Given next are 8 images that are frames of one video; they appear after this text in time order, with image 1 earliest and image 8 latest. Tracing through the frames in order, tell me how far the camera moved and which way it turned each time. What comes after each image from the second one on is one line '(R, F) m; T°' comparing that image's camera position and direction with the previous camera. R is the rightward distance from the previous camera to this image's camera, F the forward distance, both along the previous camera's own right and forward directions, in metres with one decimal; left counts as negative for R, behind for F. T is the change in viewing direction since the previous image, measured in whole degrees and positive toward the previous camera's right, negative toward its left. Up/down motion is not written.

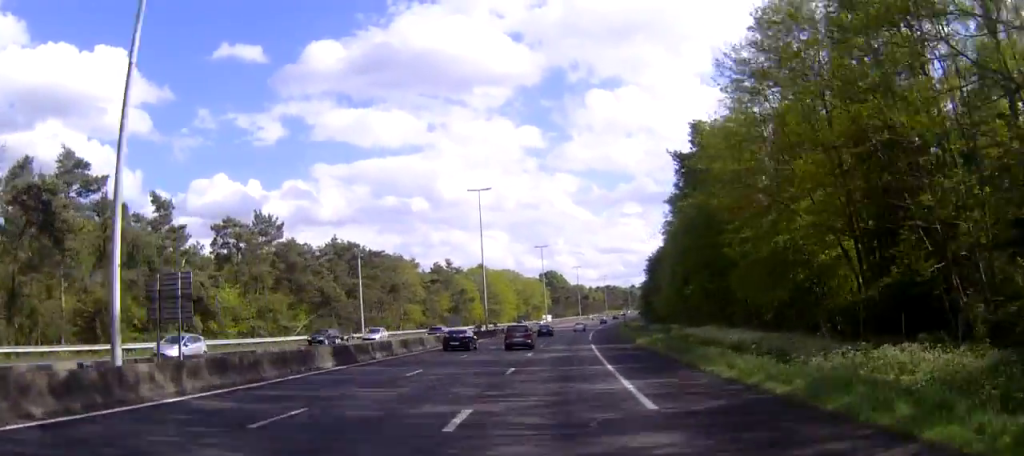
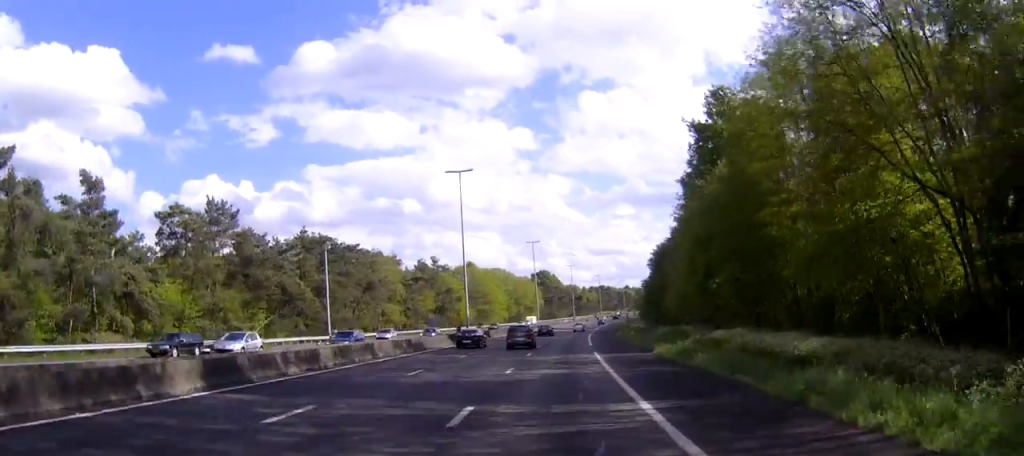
(+0.1, +12.4) m; 0°
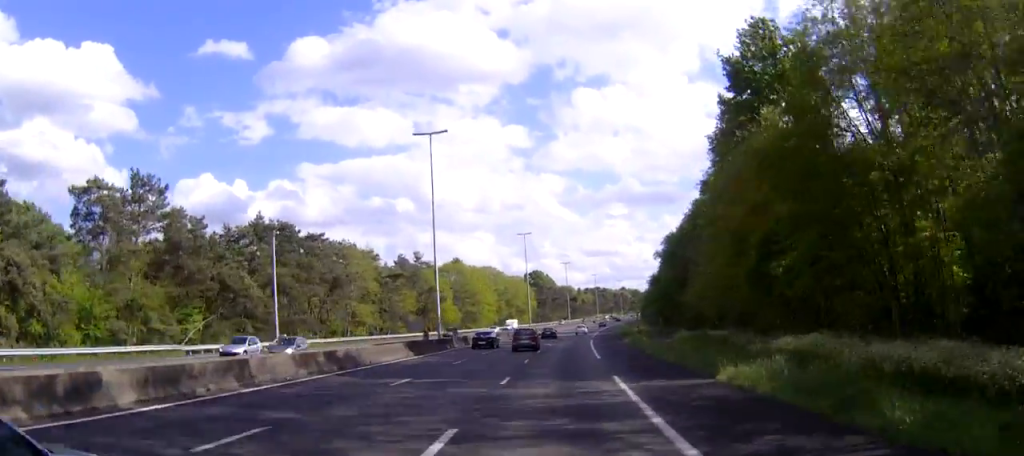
(0.0, +15.9) m; +1°
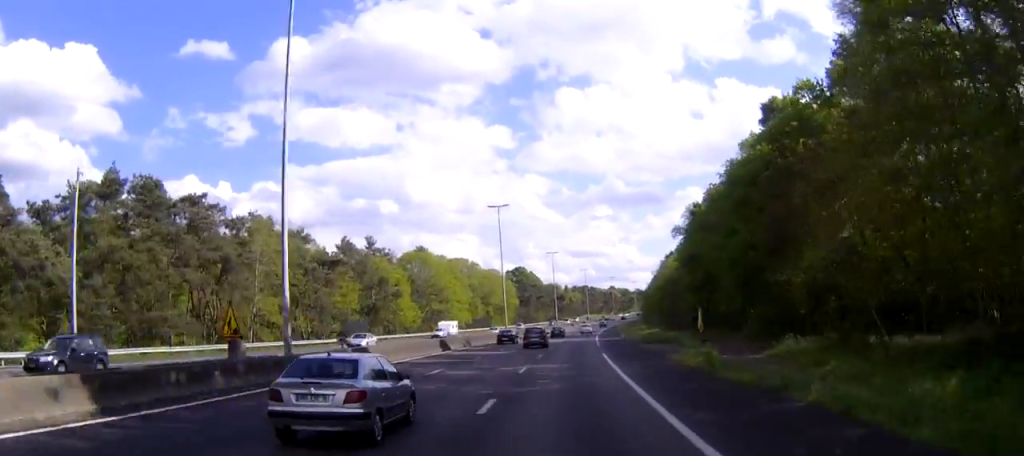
(+0.3, +33.6) m; +1°
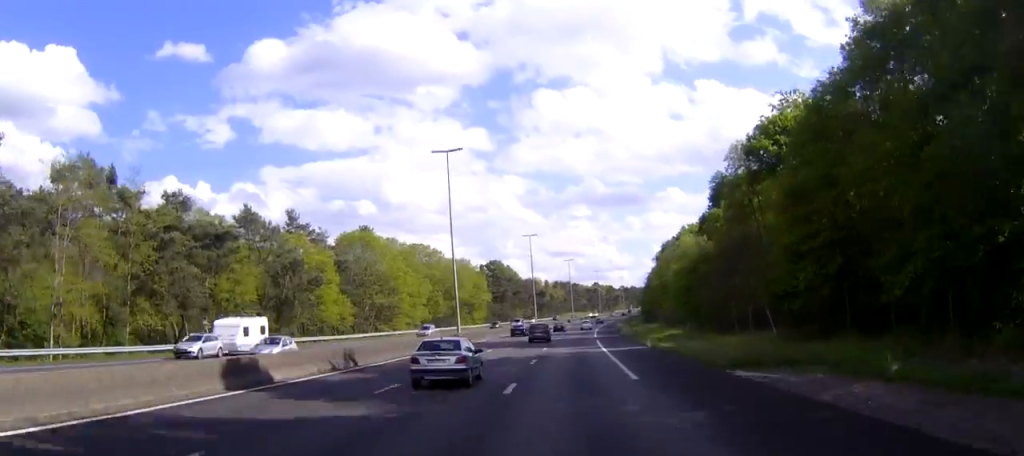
(+0.4, +34.3) m; +2°
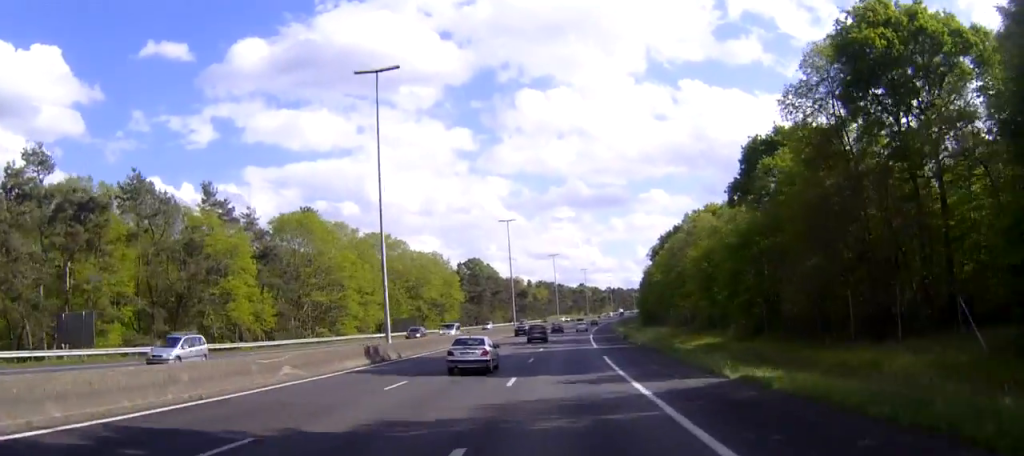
(+0.3, +23.8) m; +1°
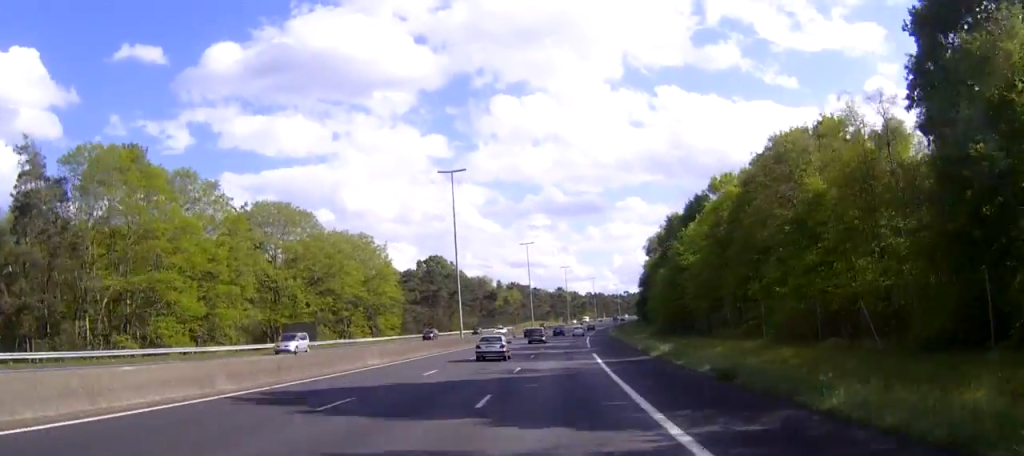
(+0.8, +44.4) m; +2°
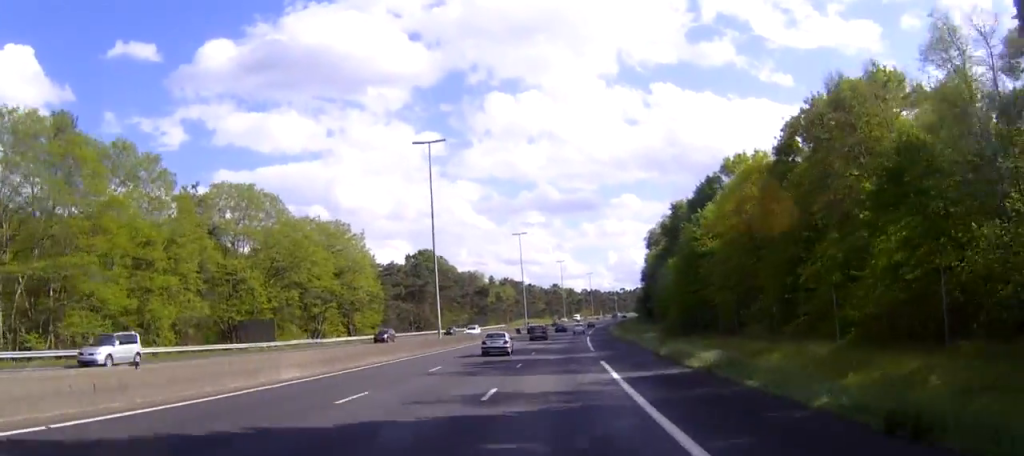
(0.0, +11.6) m; 0°
